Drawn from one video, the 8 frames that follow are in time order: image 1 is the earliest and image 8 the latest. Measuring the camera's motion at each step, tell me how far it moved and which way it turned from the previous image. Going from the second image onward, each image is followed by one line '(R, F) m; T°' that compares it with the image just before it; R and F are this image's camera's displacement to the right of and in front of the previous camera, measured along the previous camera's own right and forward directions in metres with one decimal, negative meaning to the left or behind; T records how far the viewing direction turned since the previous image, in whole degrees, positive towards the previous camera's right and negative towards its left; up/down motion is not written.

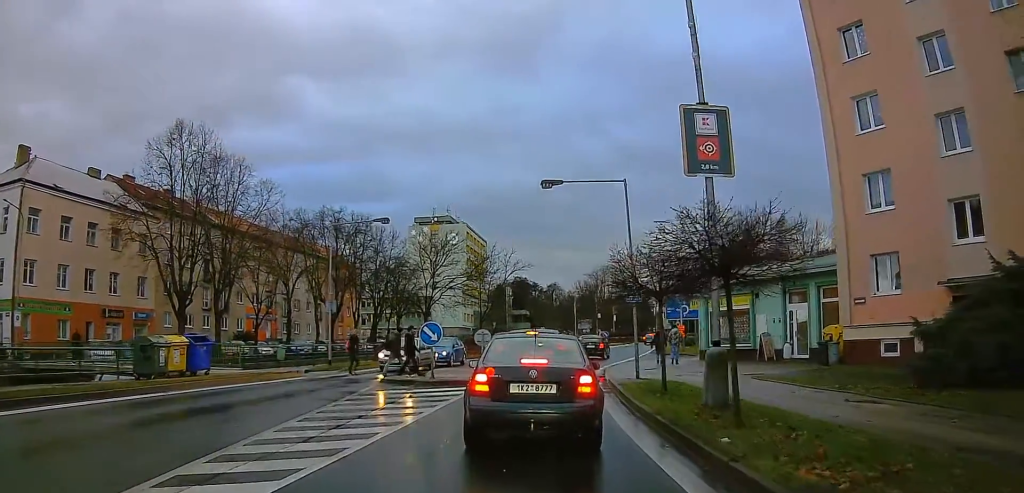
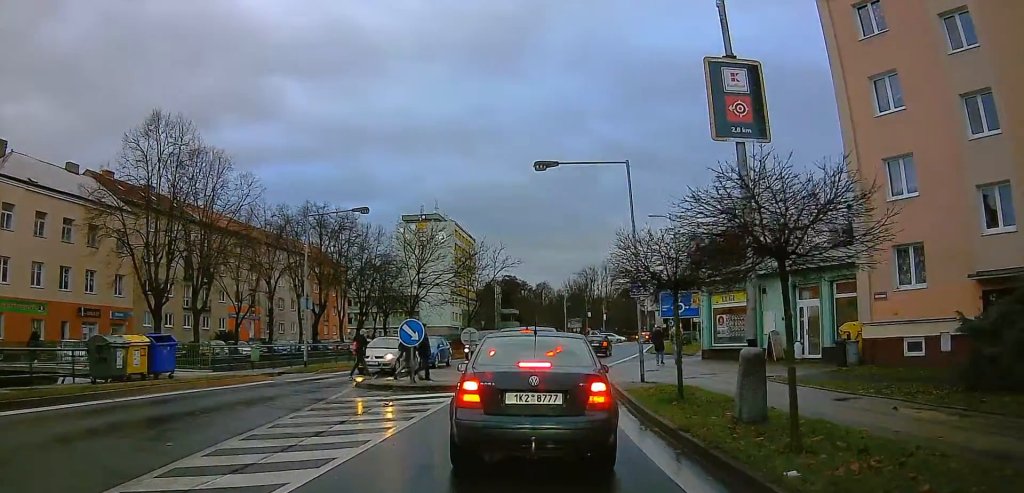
(0.0, +3.0) m; 0°
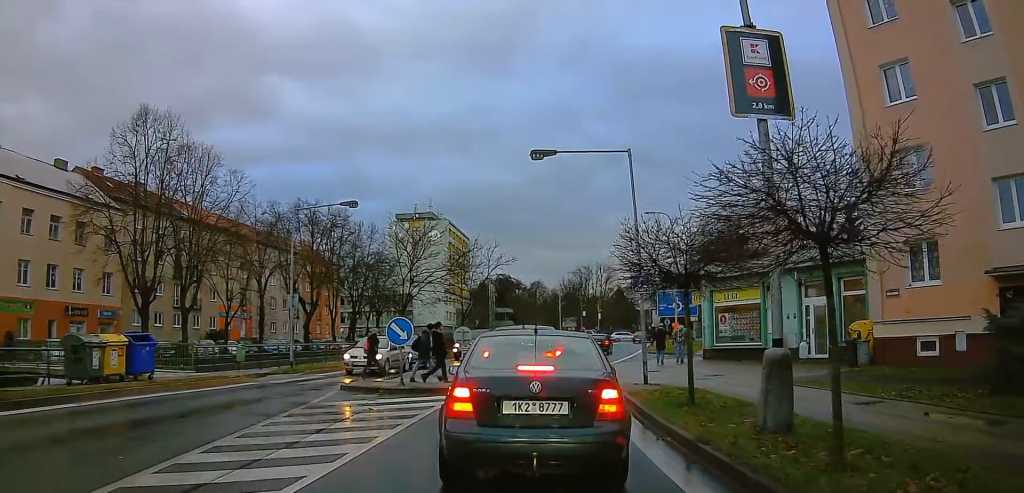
(0.0, +1.7) m; 0°
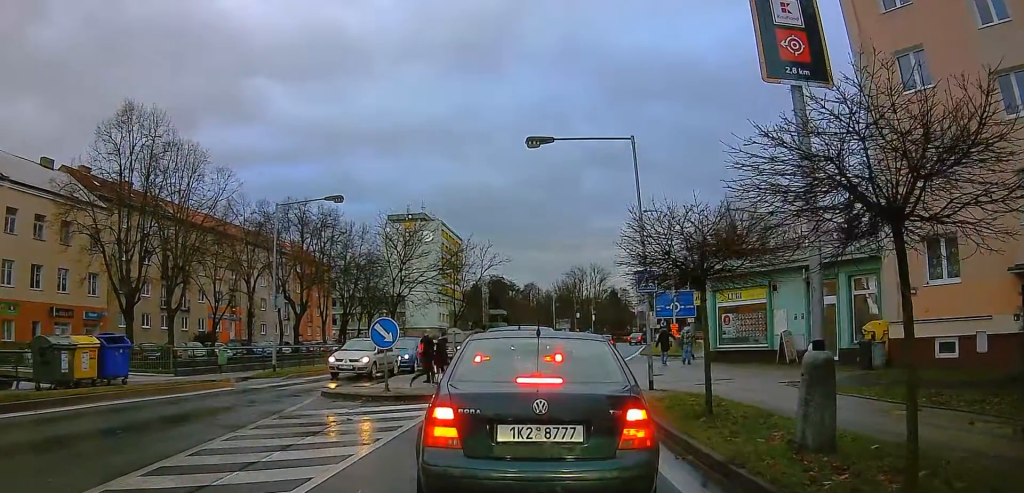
(0.0, +3.5) m; +2°
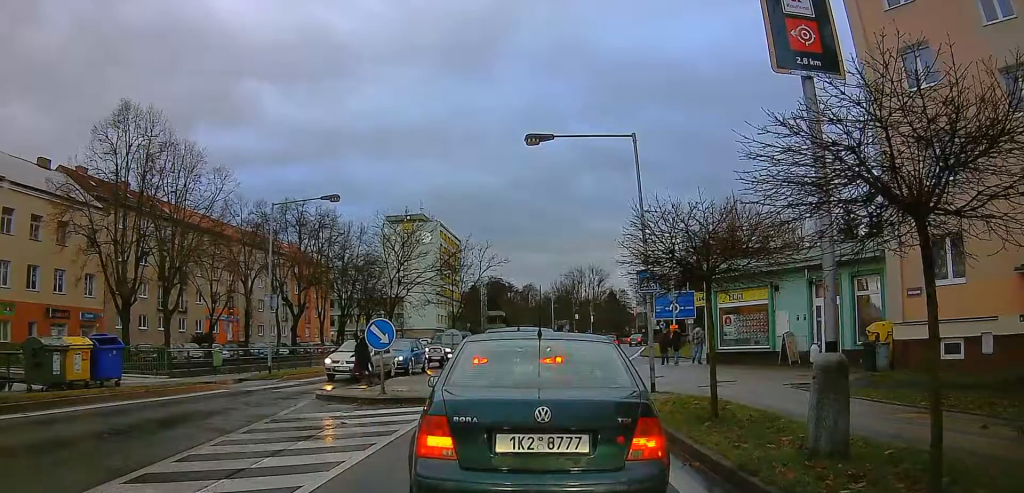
(+0.1, +1.9) m; +2°
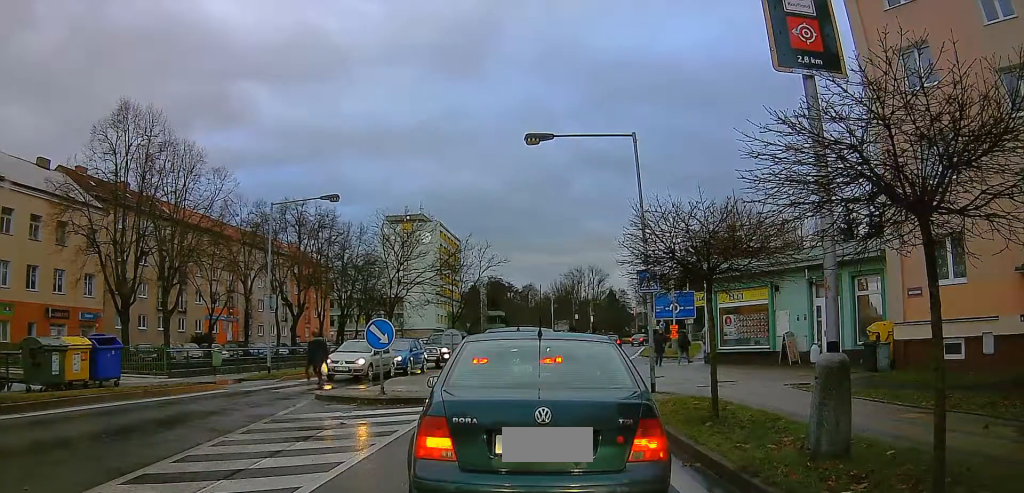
(+0.1, +0.5) m; 0°
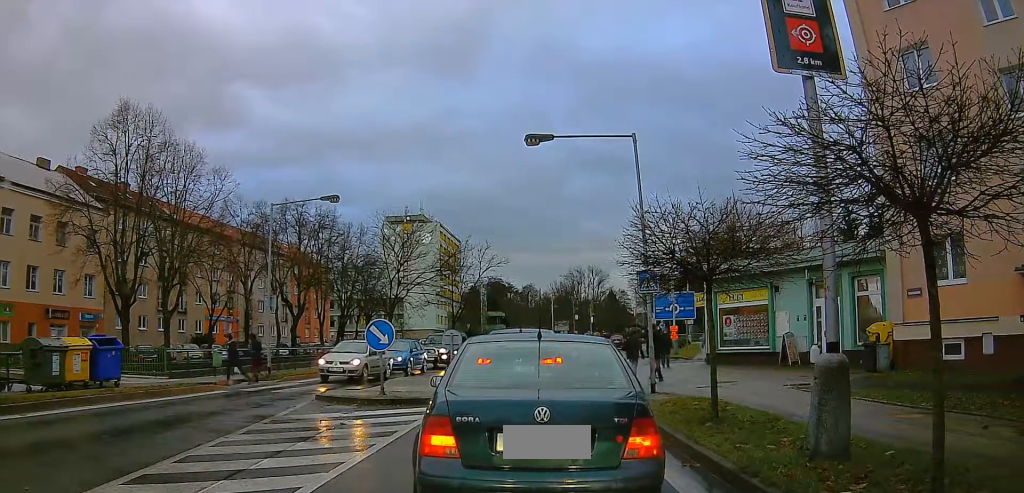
(+0.1, +0.5) m; 0°
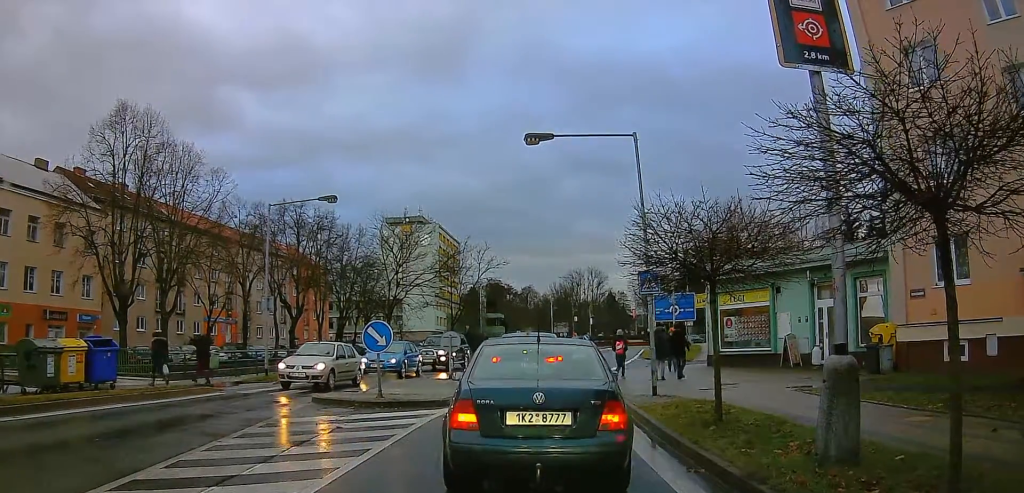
(+0.1, +0.3) m; 0°
